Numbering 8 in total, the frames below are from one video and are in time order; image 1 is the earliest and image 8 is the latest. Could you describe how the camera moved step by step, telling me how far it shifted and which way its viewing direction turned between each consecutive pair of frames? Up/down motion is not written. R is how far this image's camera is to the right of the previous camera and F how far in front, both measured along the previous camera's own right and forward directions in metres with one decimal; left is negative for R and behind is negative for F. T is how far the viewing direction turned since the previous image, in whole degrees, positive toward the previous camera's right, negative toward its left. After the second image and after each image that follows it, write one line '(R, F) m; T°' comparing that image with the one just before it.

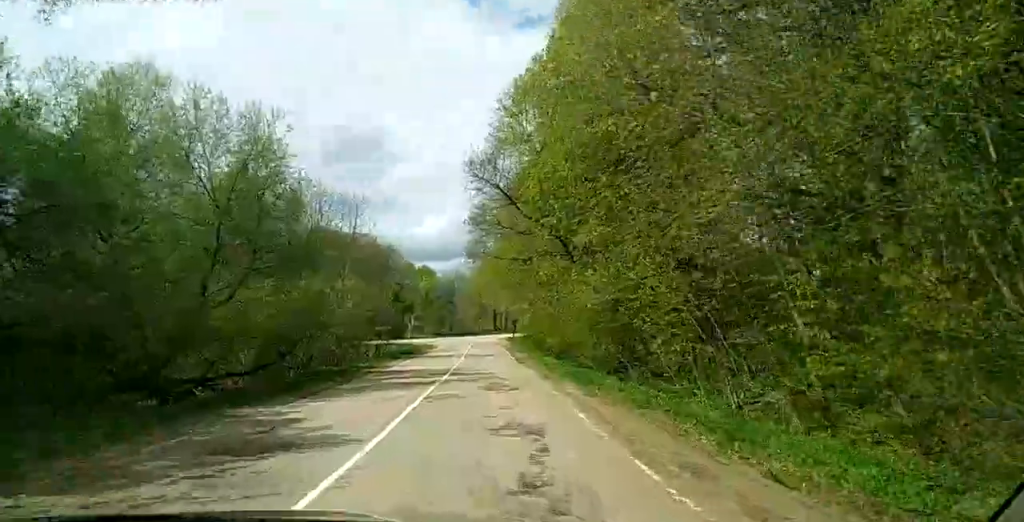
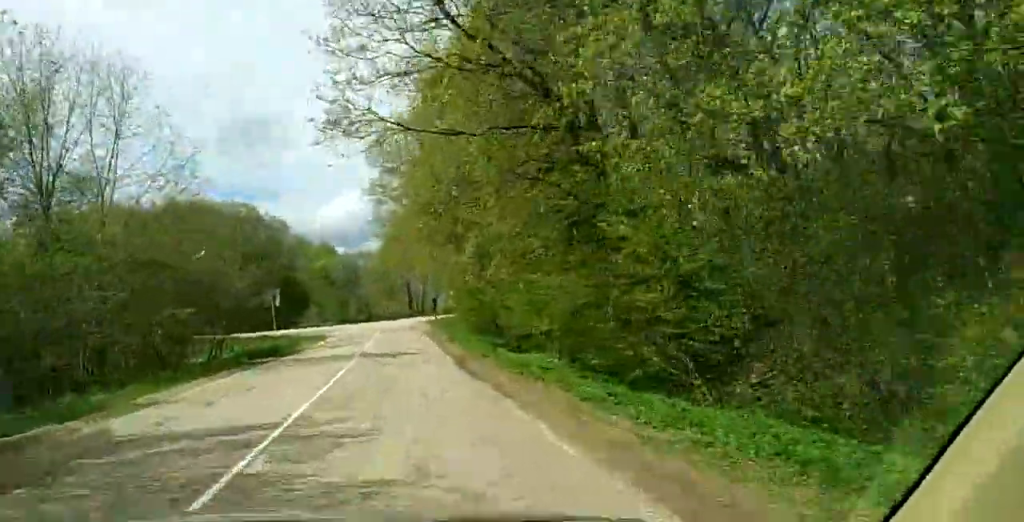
(-1.2, +24.4) m; -3°
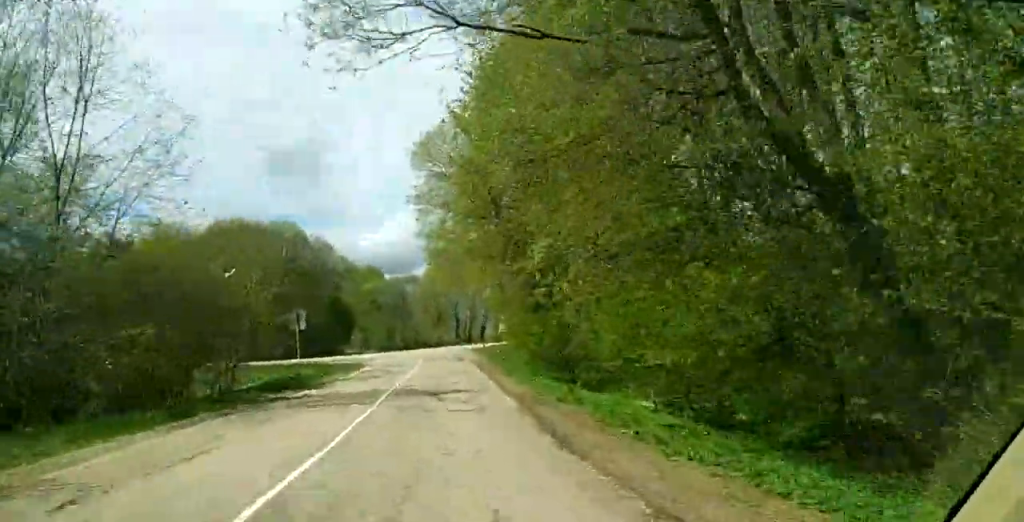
(0.0, +8.4) m; 0°
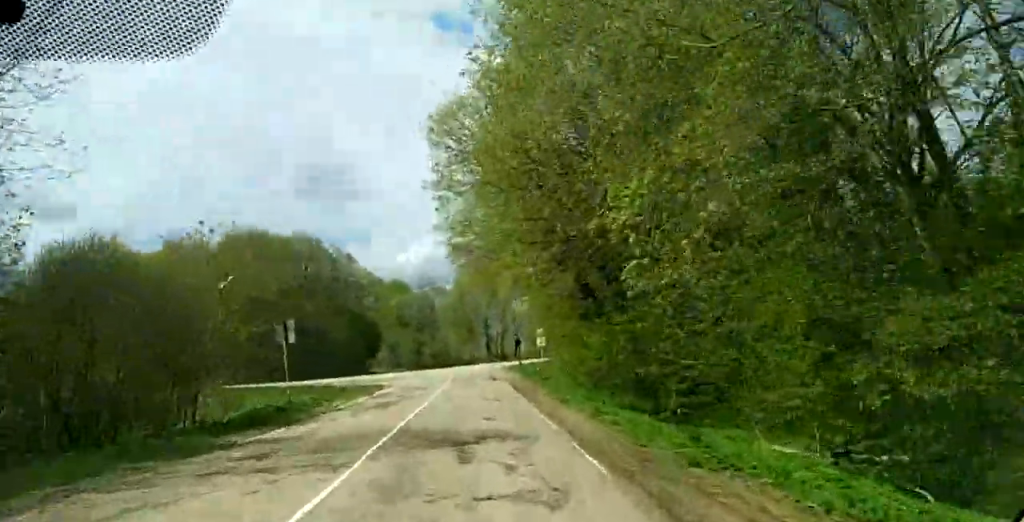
(0.0, +11.2) m; 0°
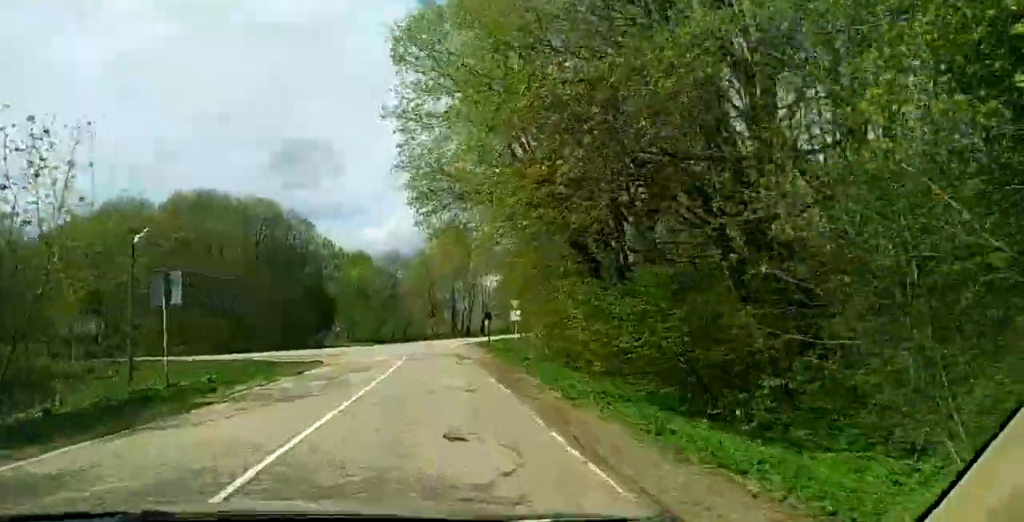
(0.0, +10.5) m; 0°
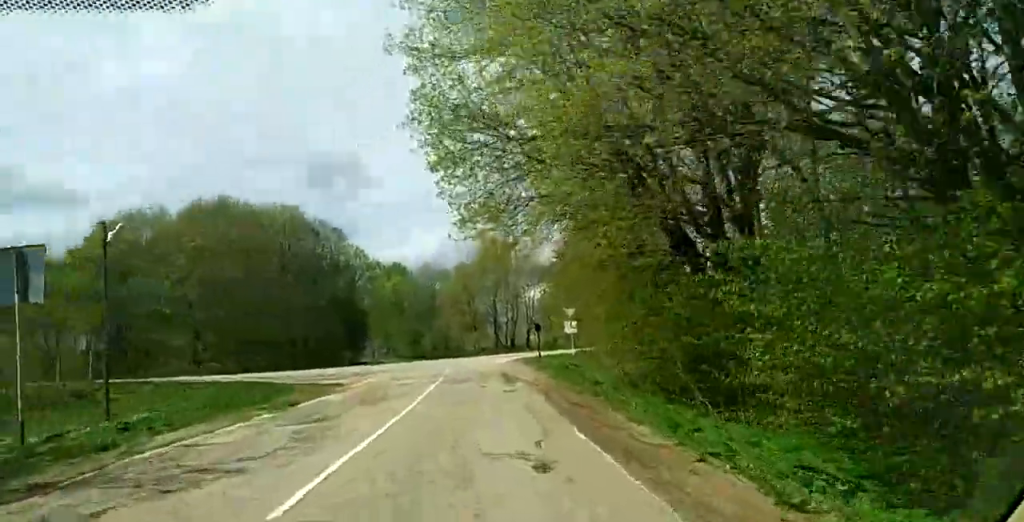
(0.0, +12.2) m; 0°
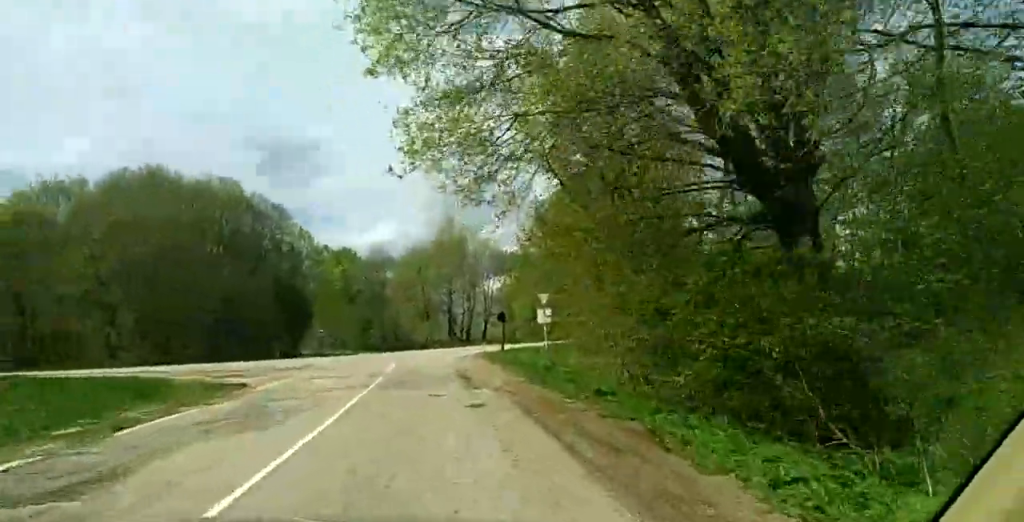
(0.0, +11.2) m; 0°
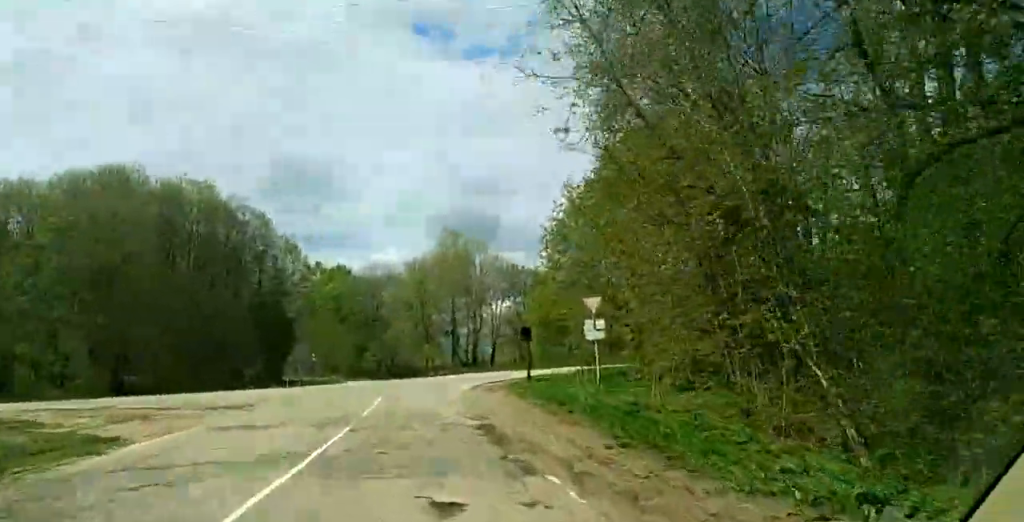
(0.0, +16.4) m; 0°
